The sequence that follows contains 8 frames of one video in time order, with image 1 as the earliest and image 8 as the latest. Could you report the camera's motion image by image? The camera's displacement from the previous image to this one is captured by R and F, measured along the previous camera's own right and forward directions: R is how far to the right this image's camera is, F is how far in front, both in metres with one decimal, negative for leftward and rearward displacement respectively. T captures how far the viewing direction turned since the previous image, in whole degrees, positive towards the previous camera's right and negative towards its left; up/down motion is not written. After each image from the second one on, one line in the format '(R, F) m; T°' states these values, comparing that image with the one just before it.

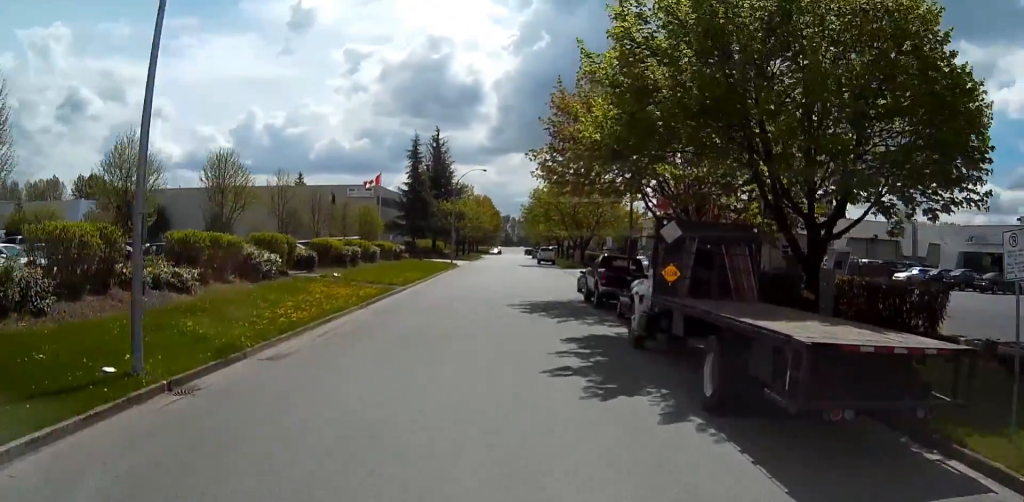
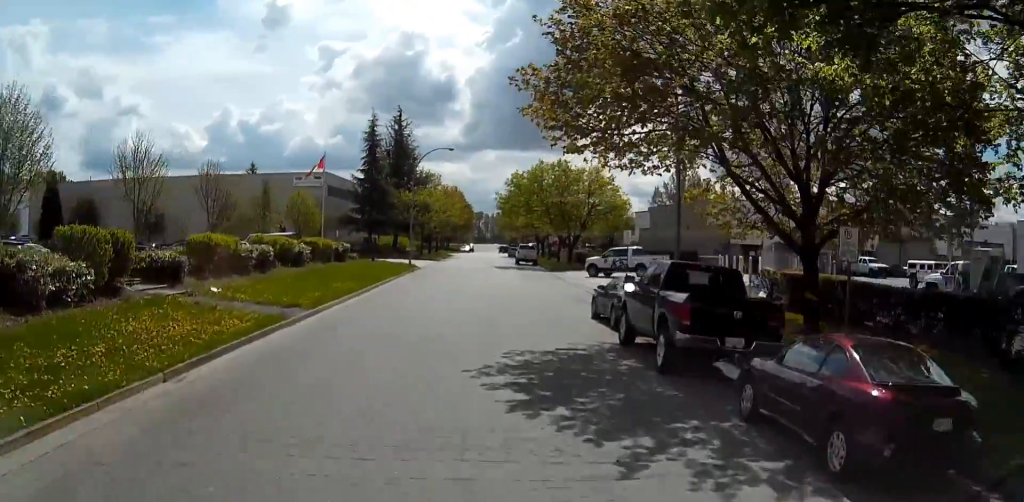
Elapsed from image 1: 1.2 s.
(0.0, +14.6) m; +1°
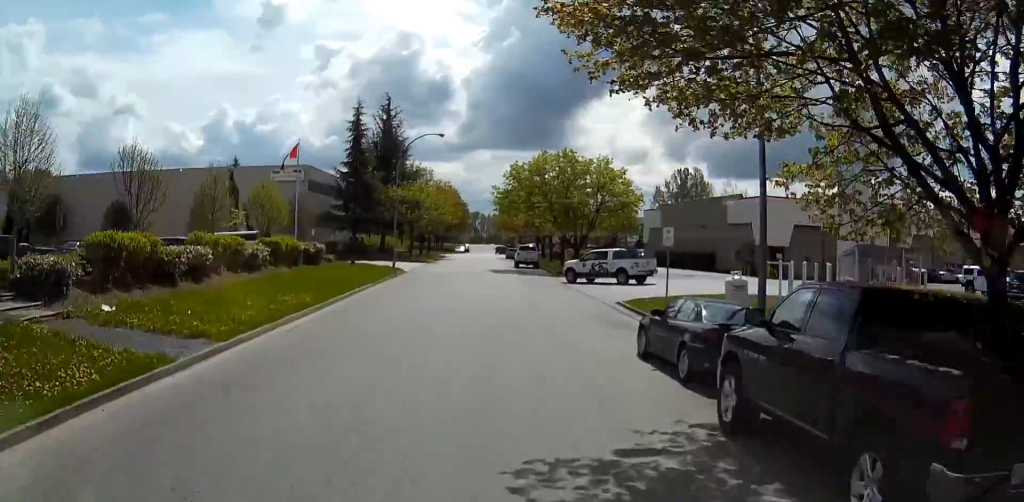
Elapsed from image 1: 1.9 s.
(+0.1, +7.9) m; +1°
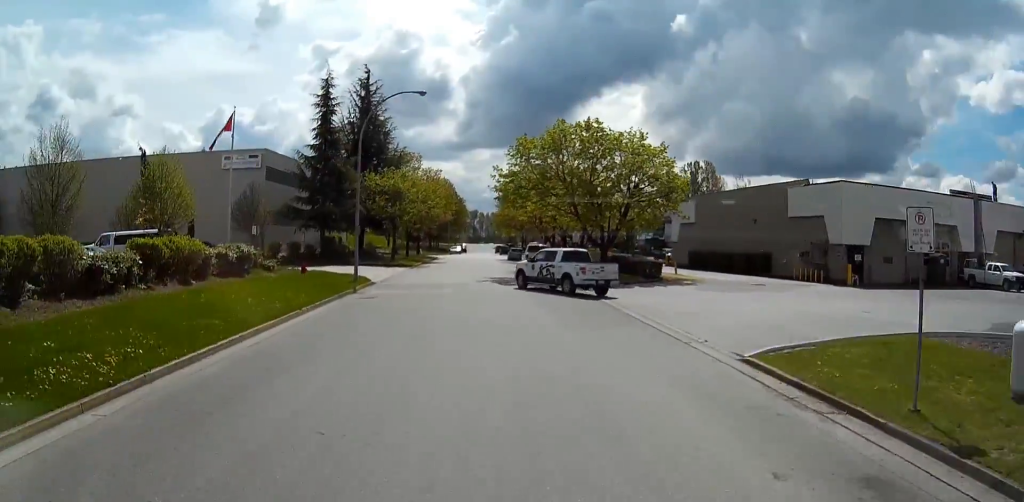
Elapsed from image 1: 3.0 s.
(+0.3, +14.9) m; +2°
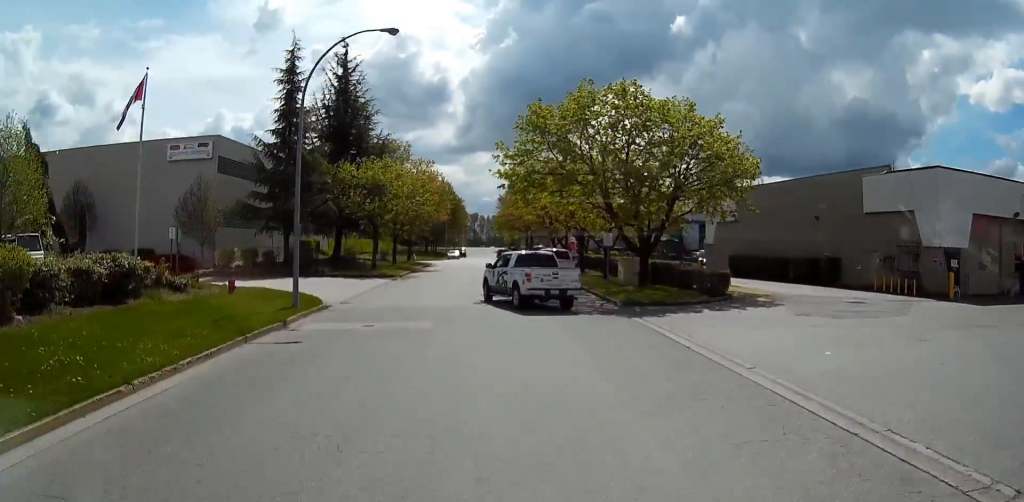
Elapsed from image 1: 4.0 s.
(+0.1, +12.2) m; 0°
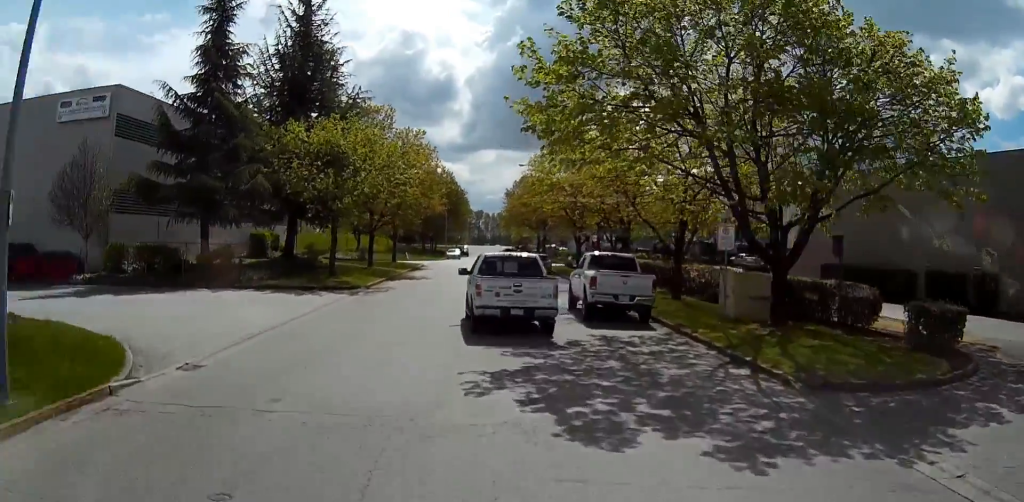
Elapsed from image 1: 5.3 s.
(-0.1, +17.3) m; -1°
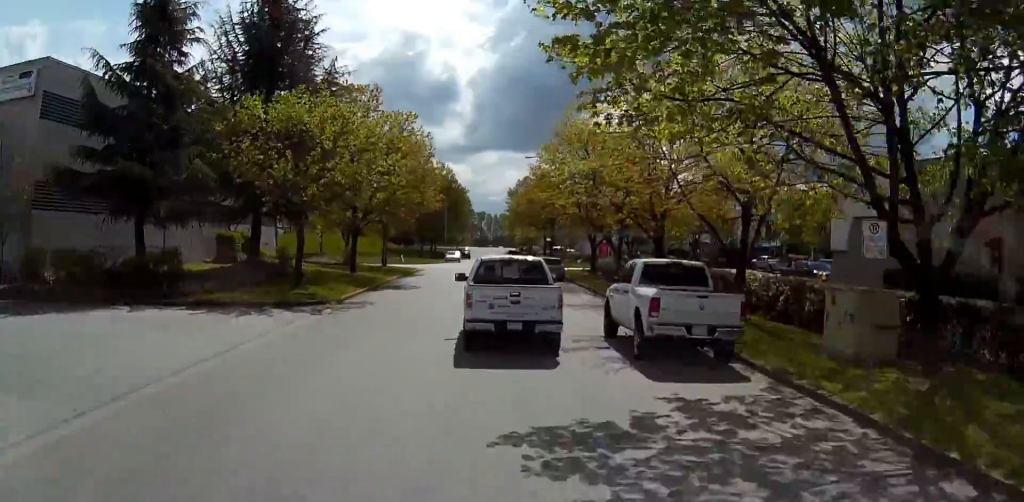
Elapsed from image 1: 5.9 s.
(0.0, +7.6) m; 0°
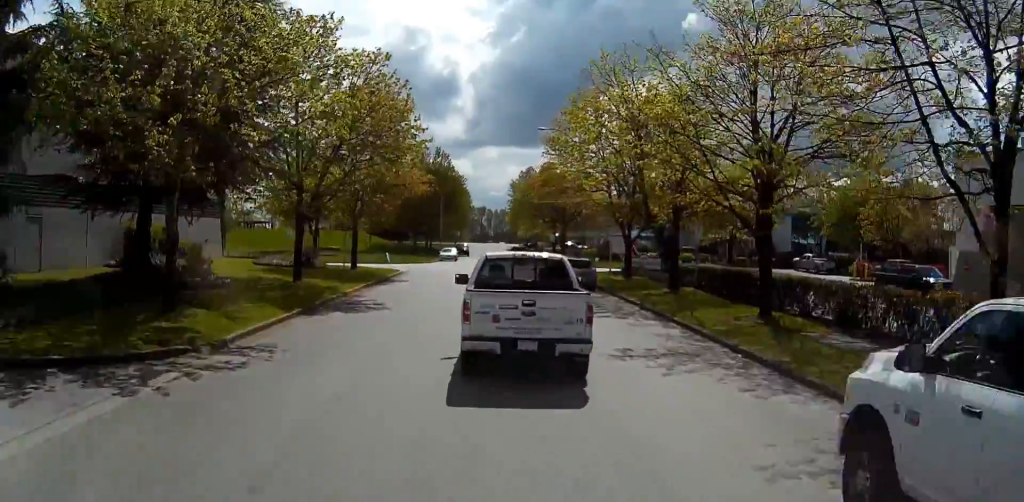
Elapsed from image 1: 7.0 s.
(+0.1, +13.2) m; +1°
